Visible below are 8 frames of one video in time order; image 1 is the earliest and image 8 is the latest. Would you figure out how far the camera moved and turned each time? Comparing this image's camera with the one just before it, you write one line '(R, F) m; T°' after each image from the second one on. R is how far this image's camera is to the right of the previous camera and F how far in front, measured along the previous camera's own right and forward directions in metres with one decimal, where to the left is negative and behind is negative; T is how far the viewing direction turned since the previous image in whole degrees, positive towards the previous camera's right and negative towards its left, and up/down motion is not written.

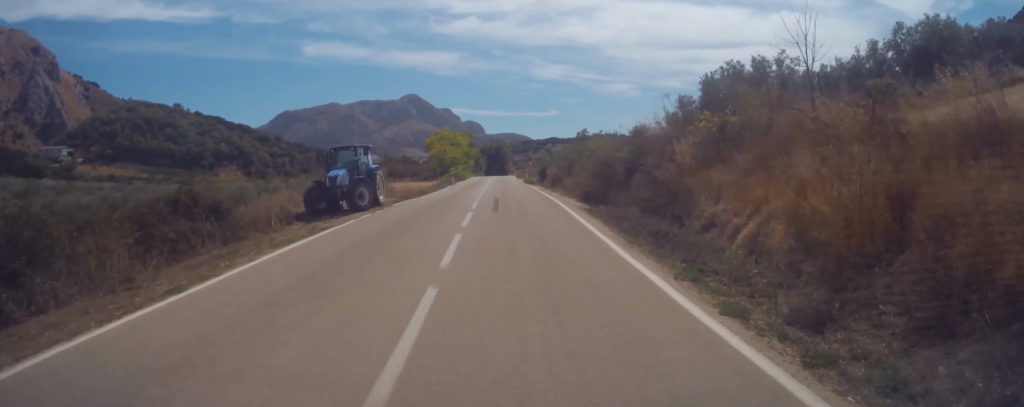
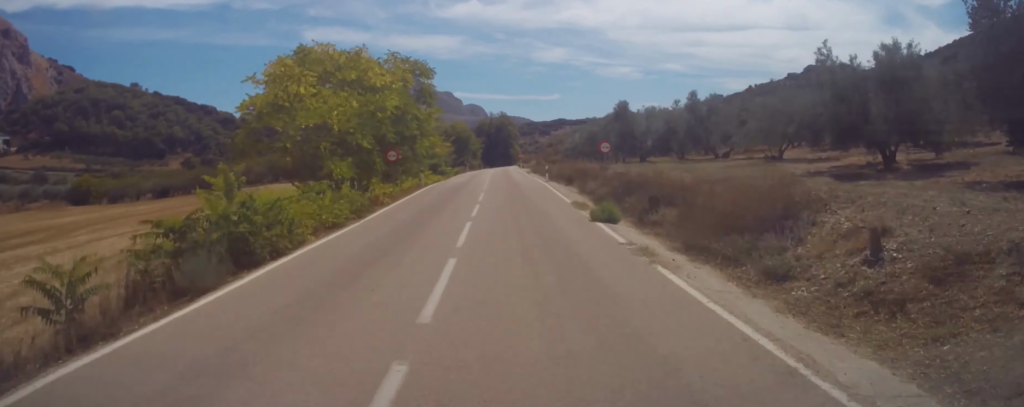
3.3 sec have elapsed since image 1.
(-0.9, +62.1) m; -2°
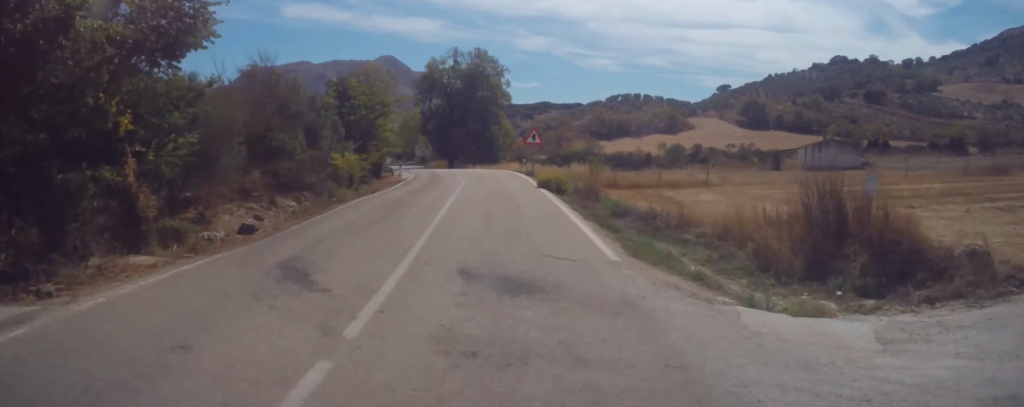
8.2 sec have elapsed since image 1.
(-1.8, +85.2) m; -4°
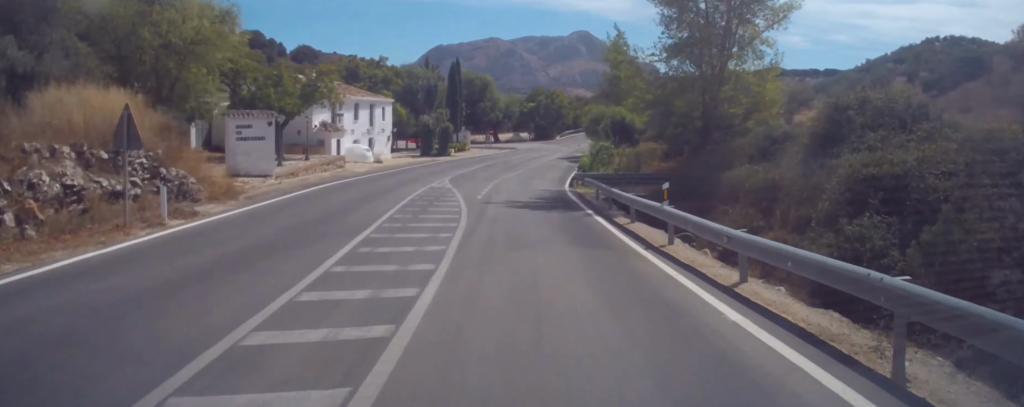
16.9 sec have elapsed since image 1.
(-9.1, +118.6) m; -12°
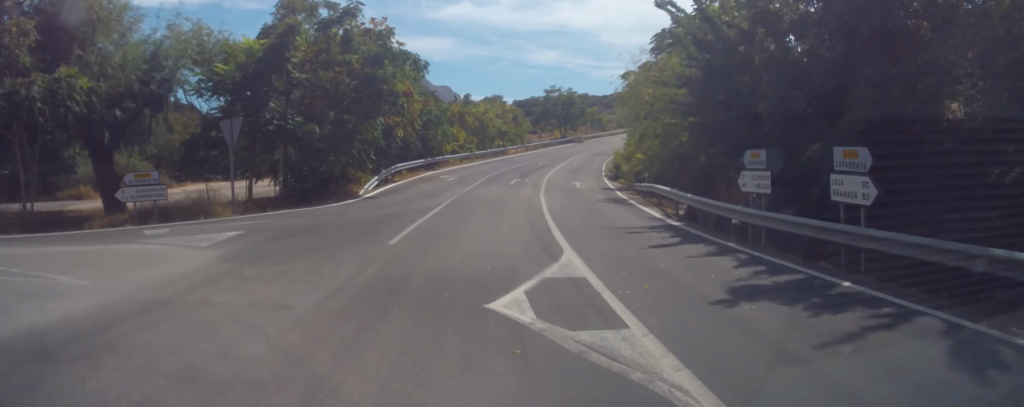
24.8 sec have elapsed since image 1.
(-9.3, +57.9) m; -37°
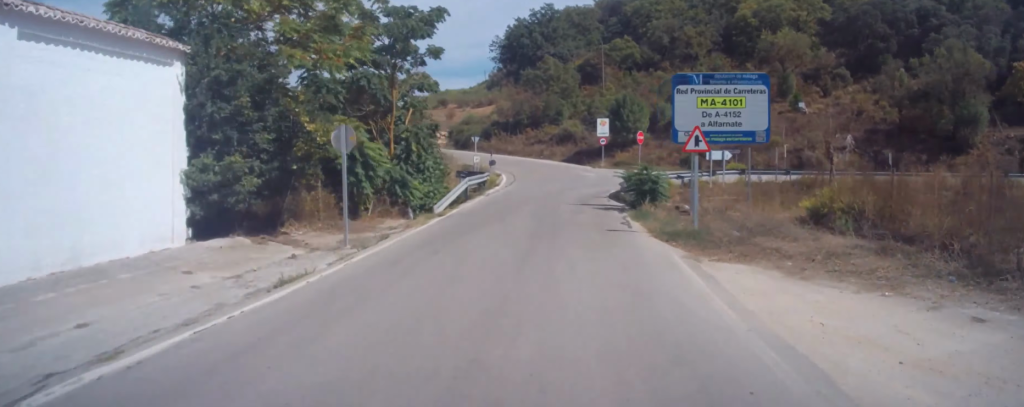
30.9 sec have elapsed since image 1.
(-11.5, +31.4) m; +6°
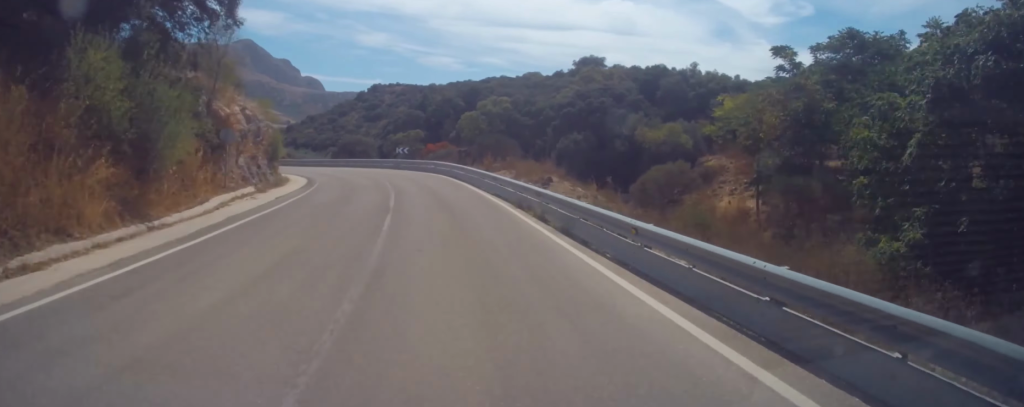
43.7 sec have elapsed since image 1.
(+56.3, +77.0) m; +36°
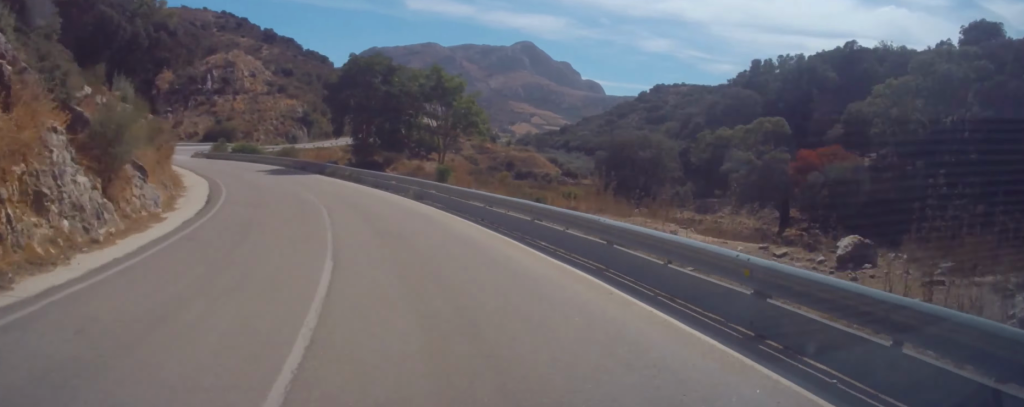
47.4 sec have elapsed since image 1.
(-7.1, +51.1) m; -7°
